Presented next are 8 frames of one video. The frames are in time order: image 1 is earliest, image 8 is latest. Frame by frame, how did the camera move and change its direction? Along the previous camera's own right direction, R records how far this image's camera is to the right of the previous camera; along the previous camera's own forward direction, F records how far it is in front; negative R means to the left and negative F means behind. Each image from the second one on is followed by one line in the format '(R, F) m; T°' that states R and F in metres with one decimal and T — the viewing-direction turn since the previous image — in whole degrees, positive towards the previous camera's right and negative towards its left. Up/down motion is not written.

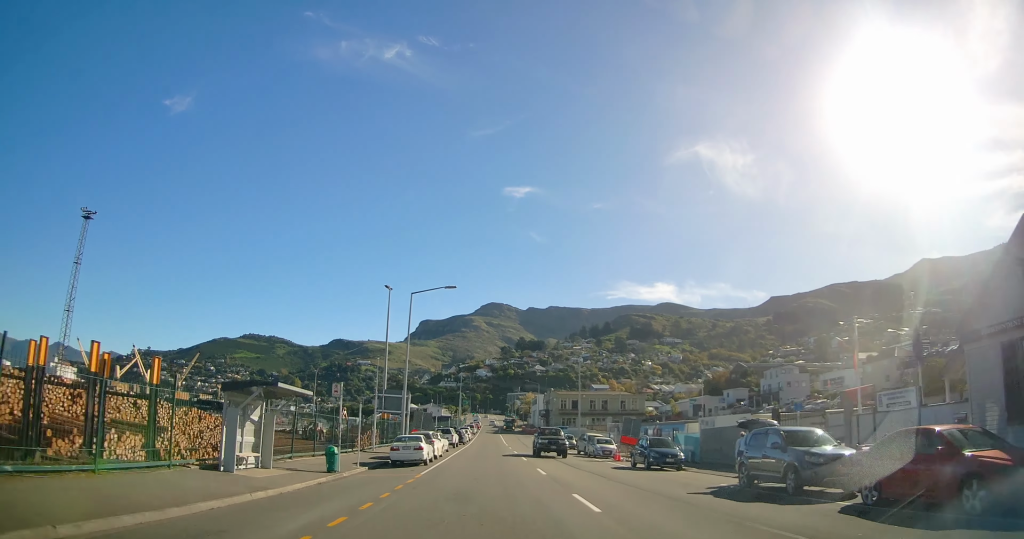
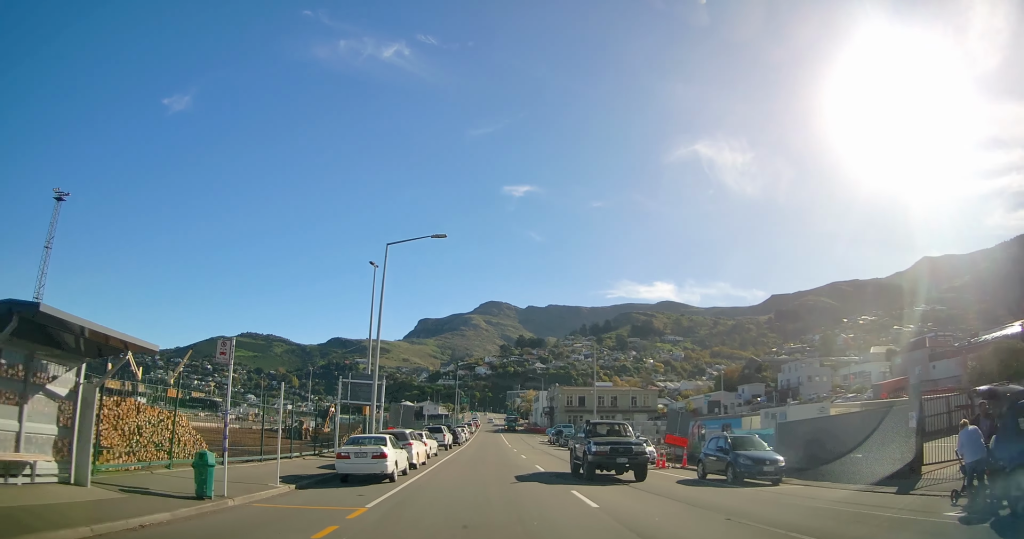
(0.0, +9.3) m; 0°
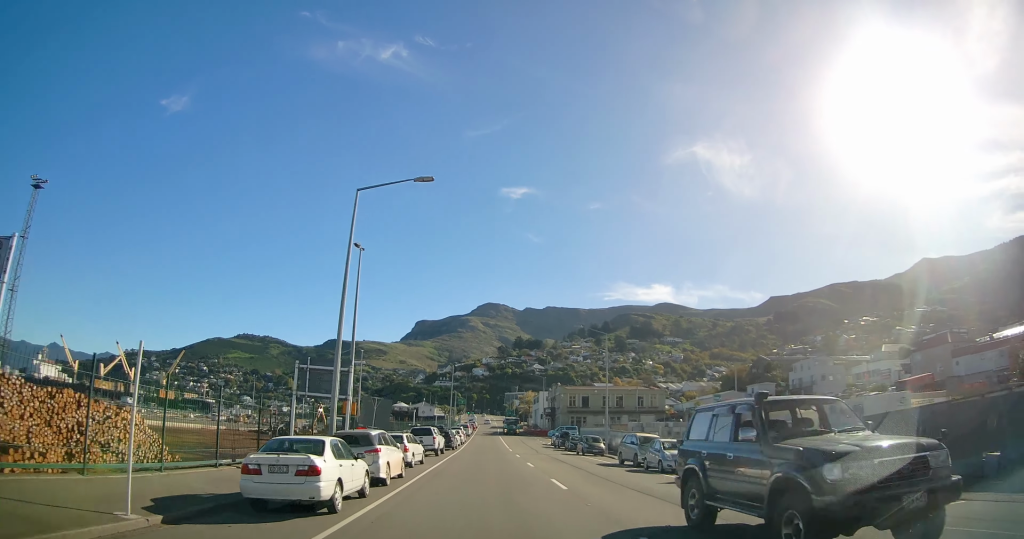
(0.0, +6.5) m; 0°
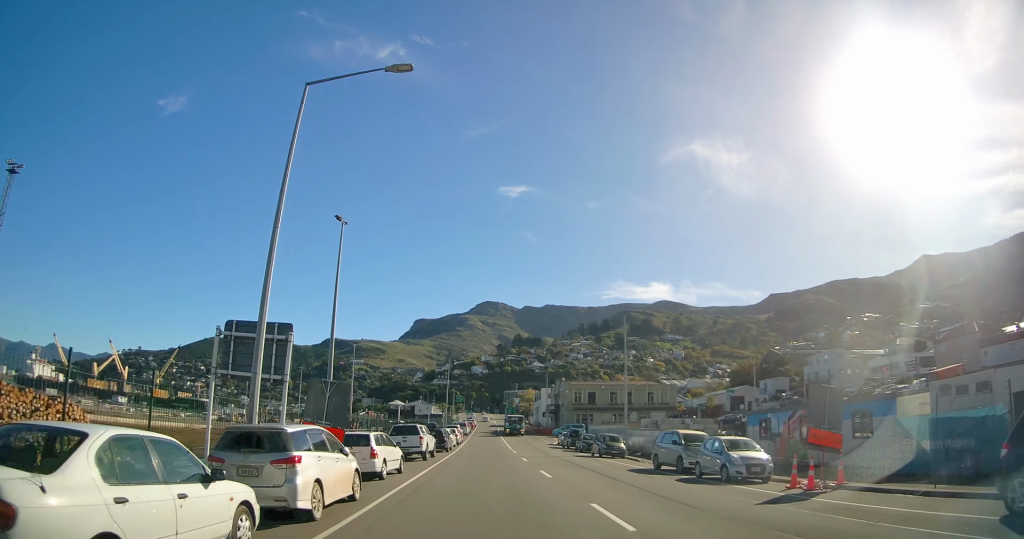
(0.0, +6.9) m; +1°
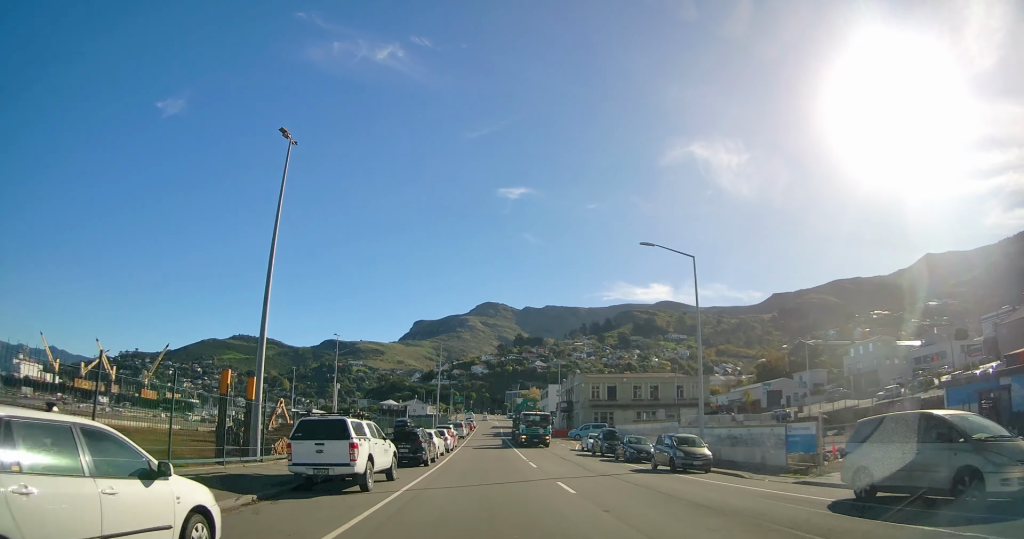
(+0.4, +14.4) m; 0°
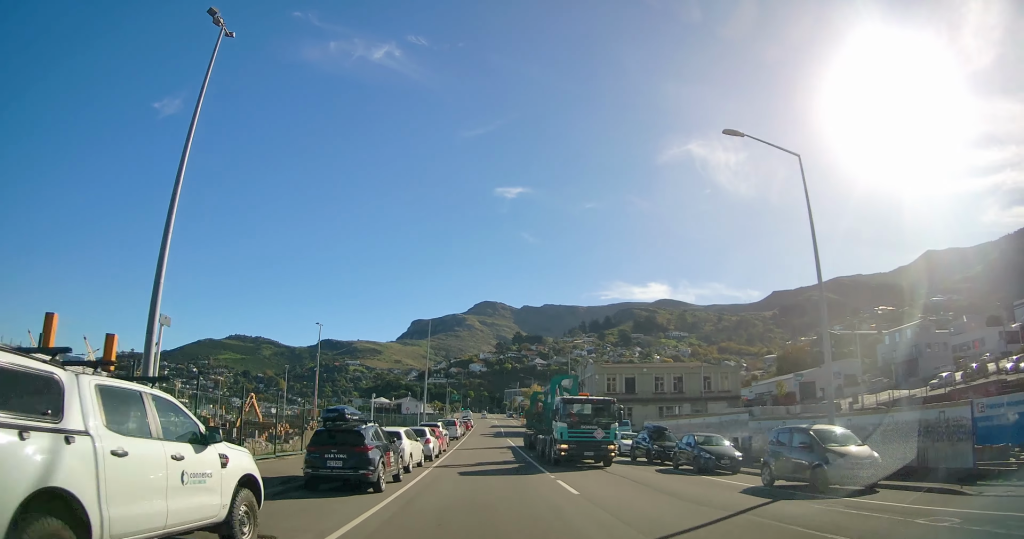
(-0.4, +10.7) m; -2°
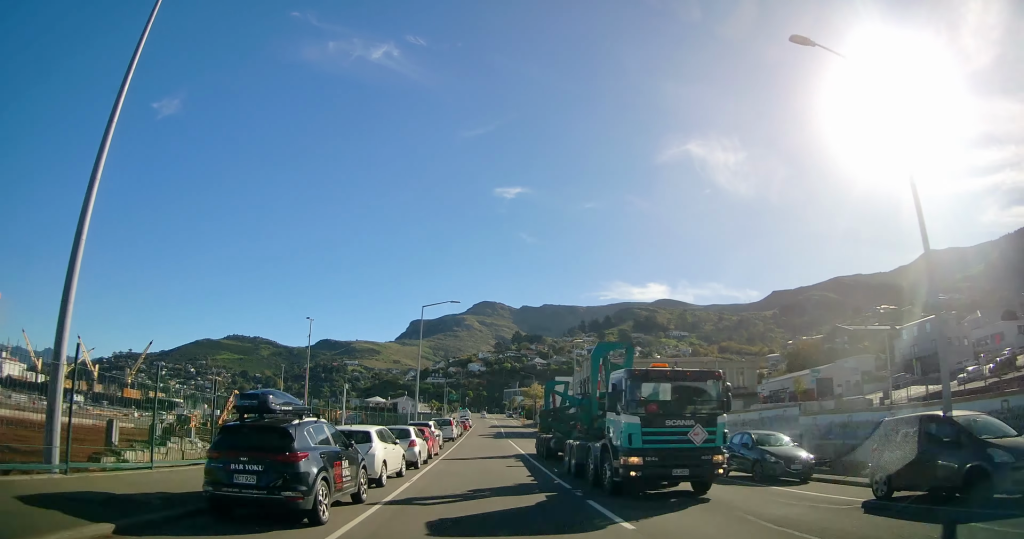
(-0.1, +5.0) m; 0°
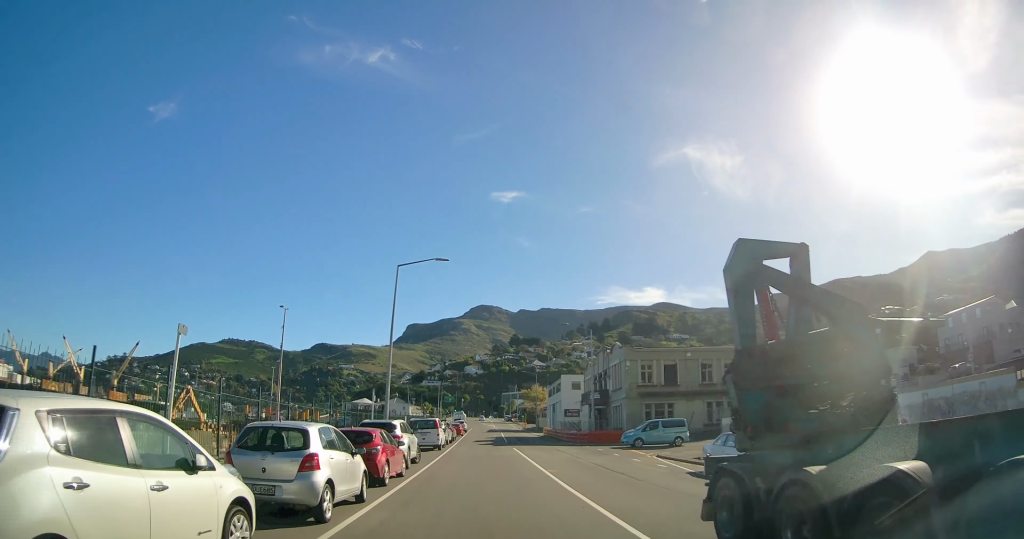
(+0.4, +11.6) m; +2°
